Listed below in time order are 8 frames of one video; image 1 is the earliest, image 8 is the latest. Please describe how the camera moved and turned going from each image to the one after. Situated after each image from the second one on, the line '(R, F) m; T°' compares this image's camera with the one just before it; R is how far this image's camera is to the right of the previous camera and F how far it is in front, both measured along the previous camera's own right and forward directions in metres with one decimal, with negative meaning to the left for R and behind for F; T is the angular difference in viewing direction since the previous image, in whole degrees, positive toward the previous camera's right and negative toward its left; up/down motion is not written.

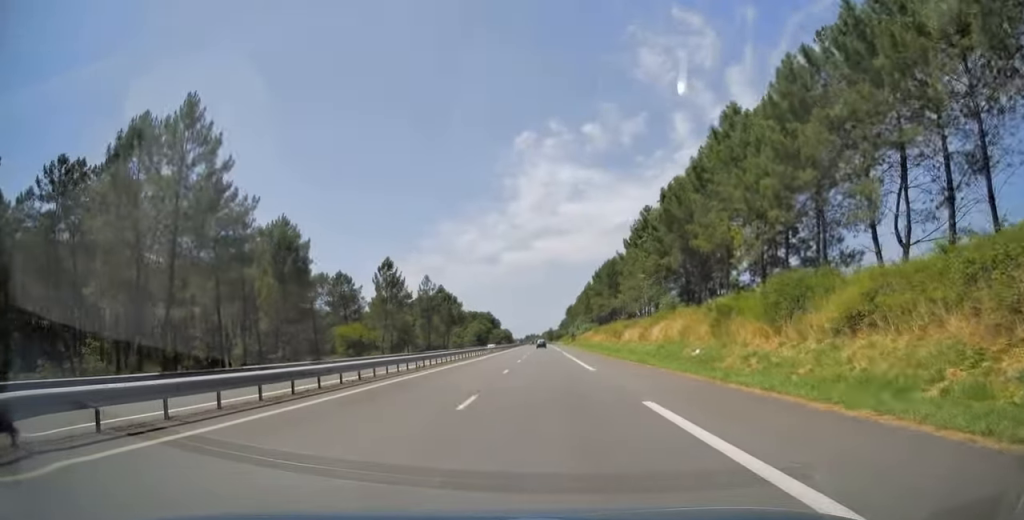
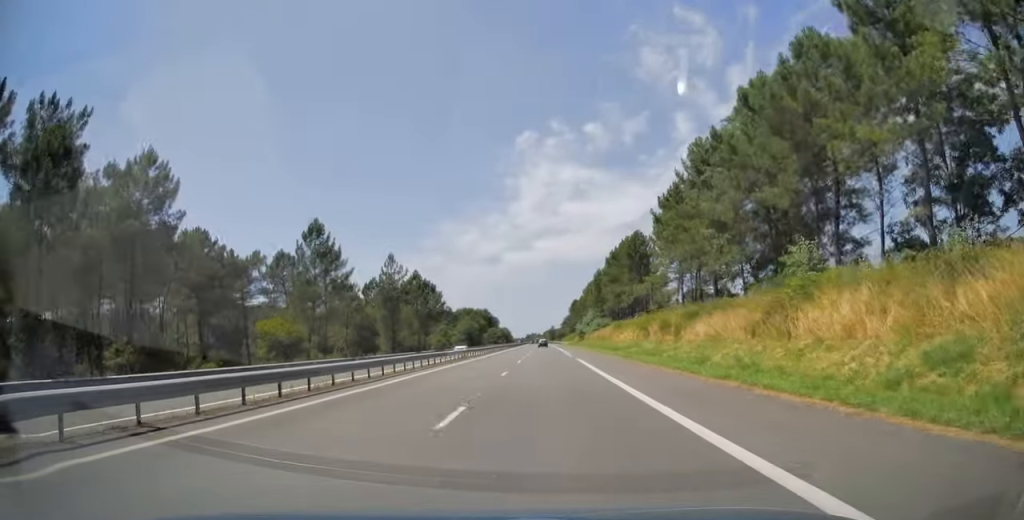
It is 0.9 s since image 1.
(0.0, +28.8) m; 0°
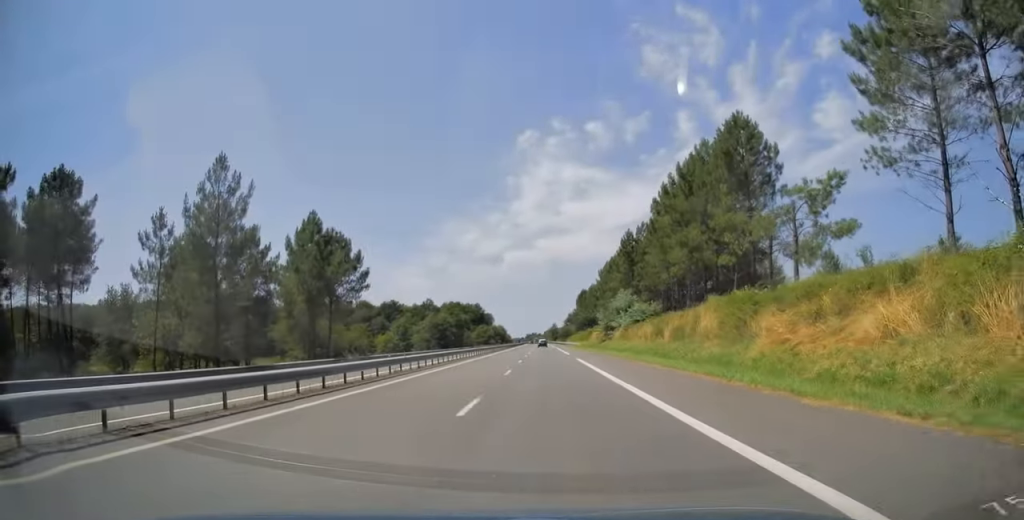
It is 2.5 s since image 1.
(+0.6, +50.7) m; 0°
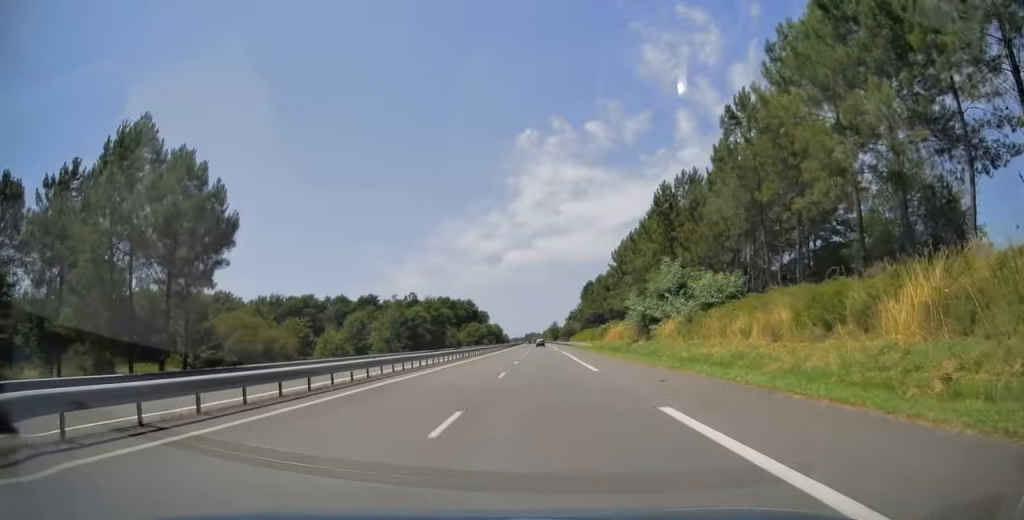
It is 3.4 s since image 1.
(-0.4, +28.9) m; -1°
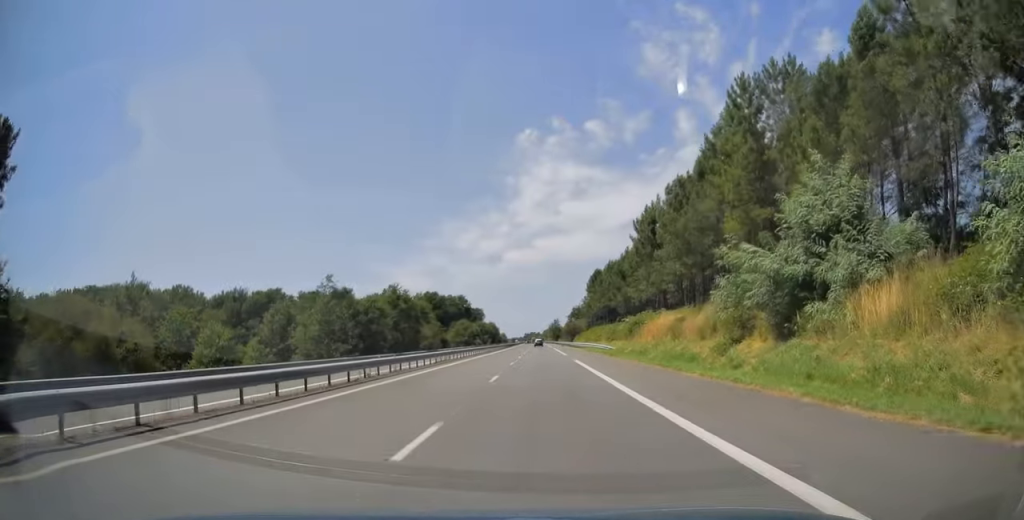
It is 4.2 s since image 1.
(0.0, +27.8) m; 0°
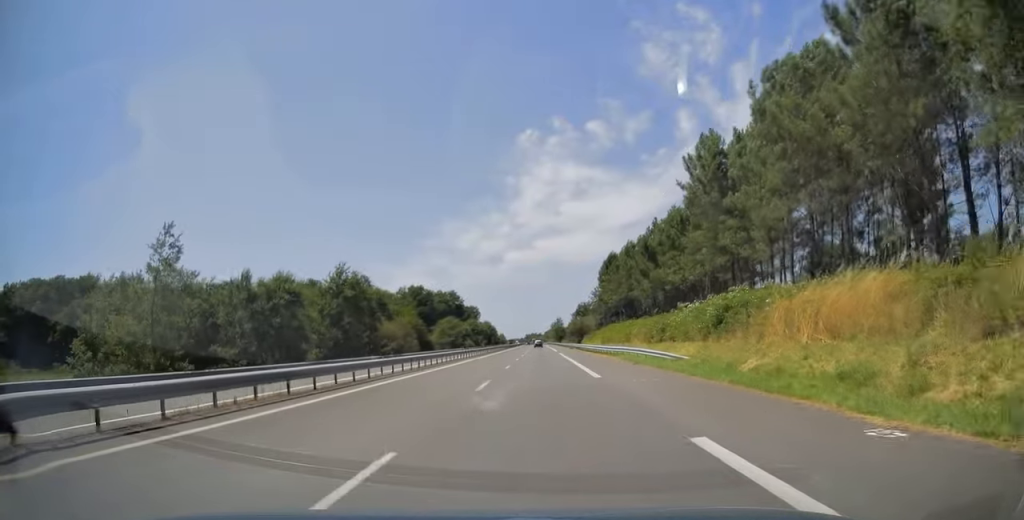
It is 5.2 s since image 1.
(+0.1, +28.9) m; 0°
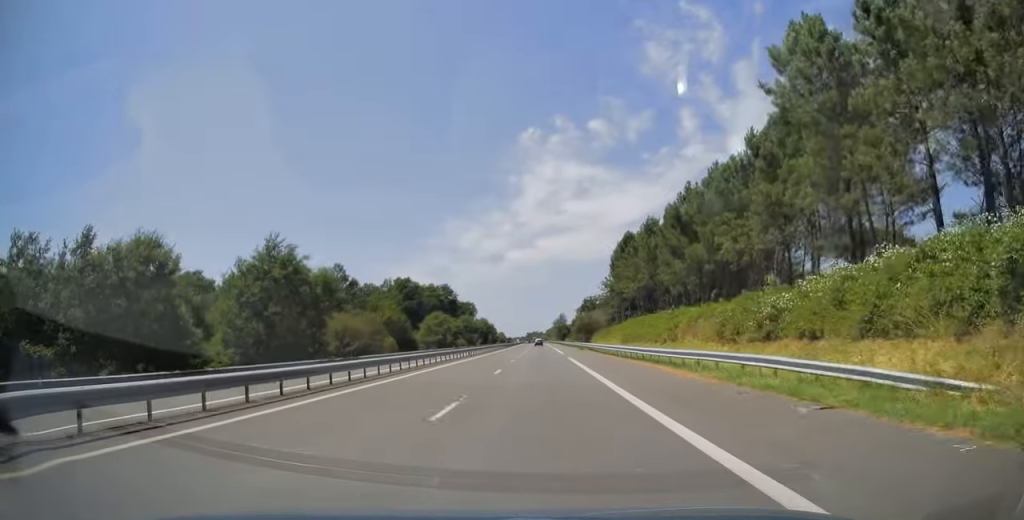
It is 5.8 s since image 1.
(0.0, +20.3) m; 0°
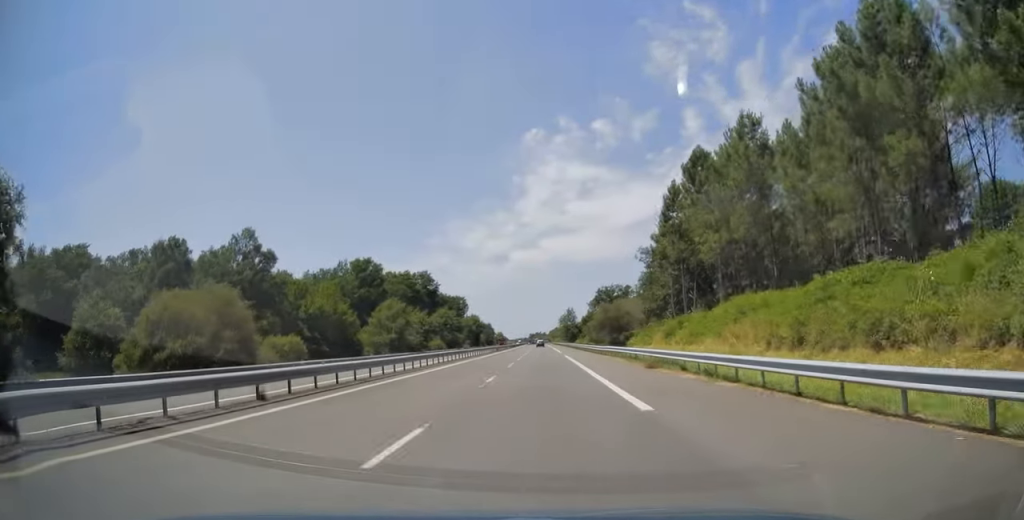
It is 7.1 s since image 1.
(0.0, +43.2) m; 0°
